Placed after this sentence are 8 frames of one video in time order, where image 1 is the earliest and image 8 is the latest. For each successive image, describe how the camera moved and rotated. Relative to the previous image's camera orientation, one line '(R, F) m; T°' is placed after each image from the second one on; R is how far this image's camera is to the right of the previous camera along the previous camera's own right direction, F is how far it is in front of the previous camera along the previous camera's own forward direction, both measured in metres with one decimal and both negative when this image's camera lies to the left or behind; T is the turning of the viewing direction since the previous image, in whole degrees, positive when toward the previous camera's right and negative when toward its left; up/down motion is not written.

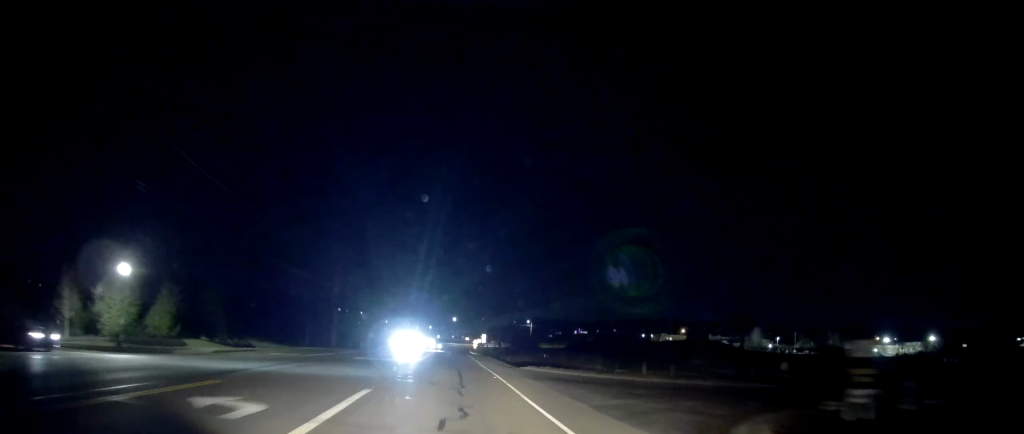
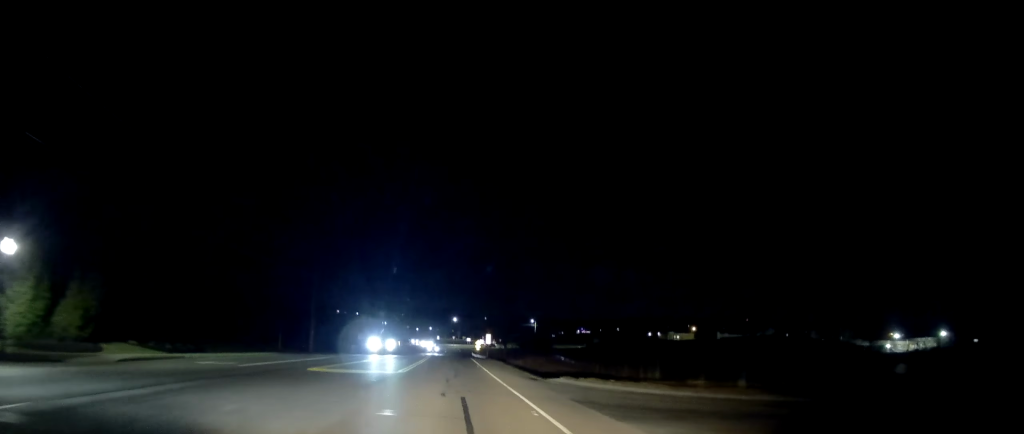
(+0.1, +11.2) m; 0°
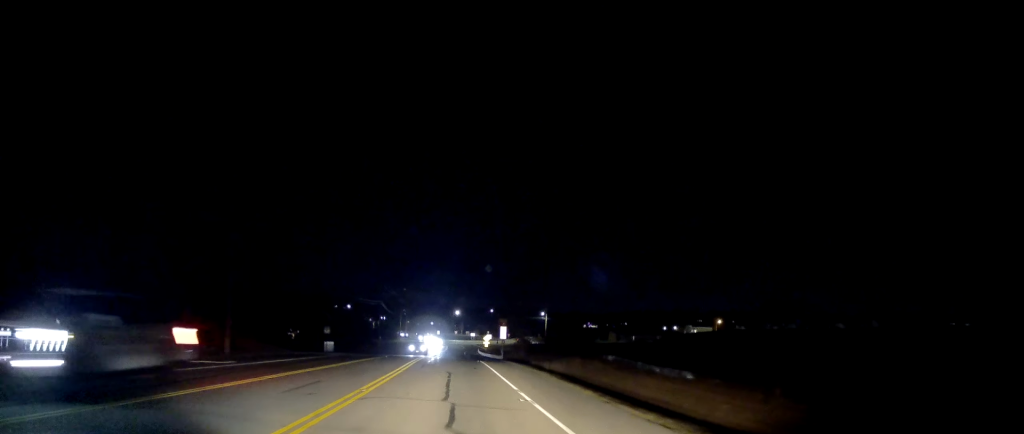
(-0.3, +22.5) m; -1°
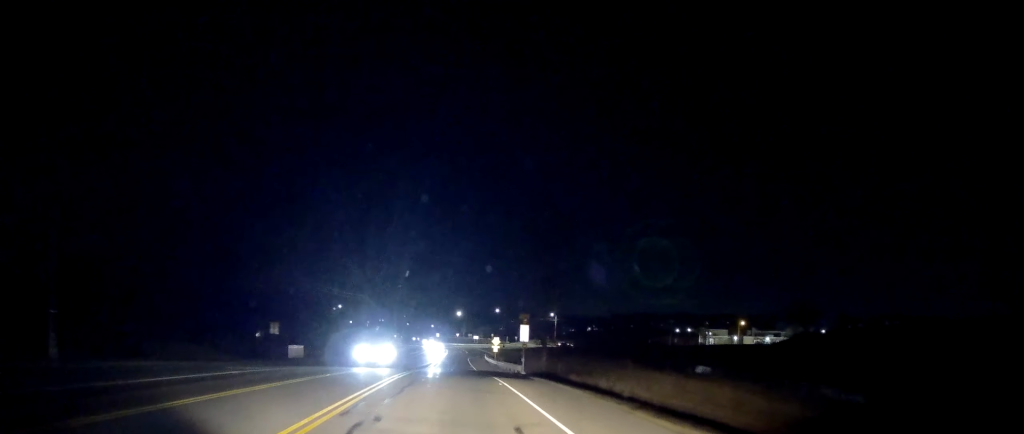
(0.0, +17.9) m; 0°
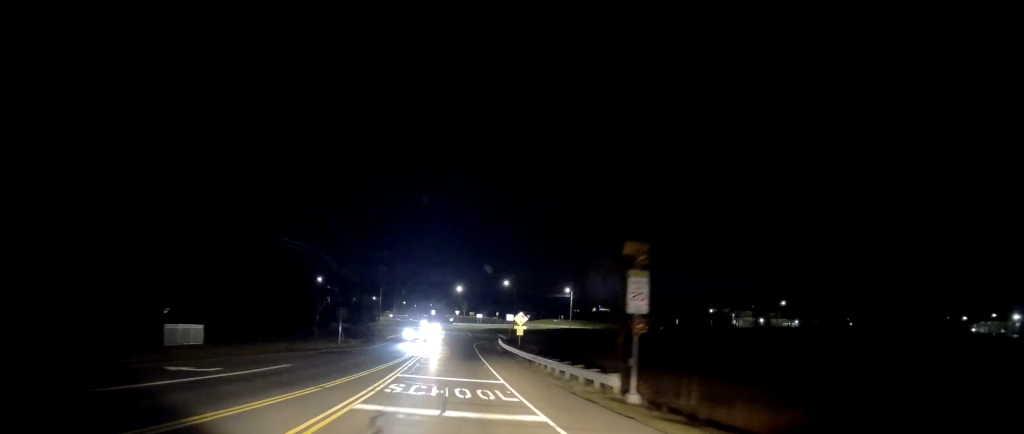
(-0.5, +27.5) m; -2°
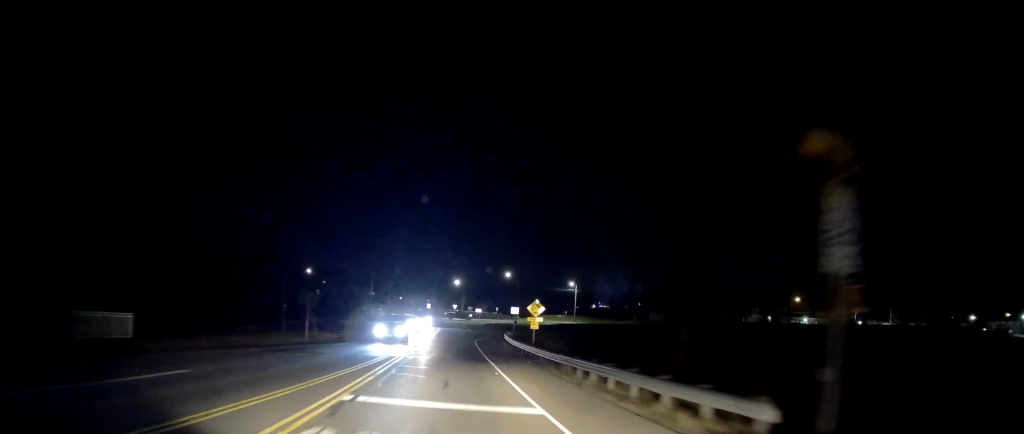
(-0.3, +9.5) m; +1°
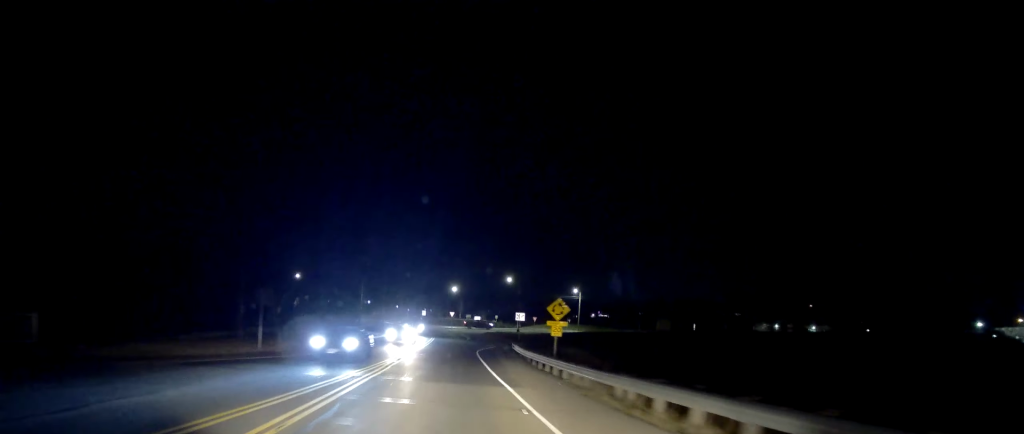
(+0.2, +8.3) m; +1°
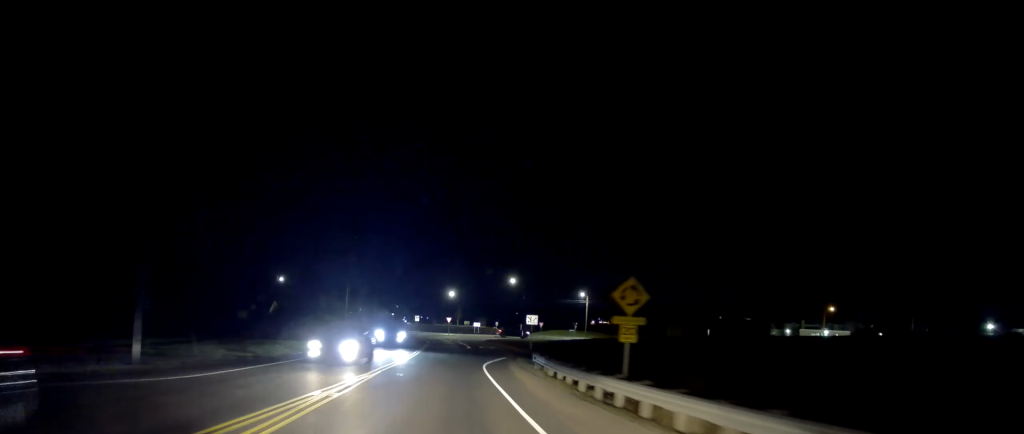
(+0.3, +11.3) m; +2°
